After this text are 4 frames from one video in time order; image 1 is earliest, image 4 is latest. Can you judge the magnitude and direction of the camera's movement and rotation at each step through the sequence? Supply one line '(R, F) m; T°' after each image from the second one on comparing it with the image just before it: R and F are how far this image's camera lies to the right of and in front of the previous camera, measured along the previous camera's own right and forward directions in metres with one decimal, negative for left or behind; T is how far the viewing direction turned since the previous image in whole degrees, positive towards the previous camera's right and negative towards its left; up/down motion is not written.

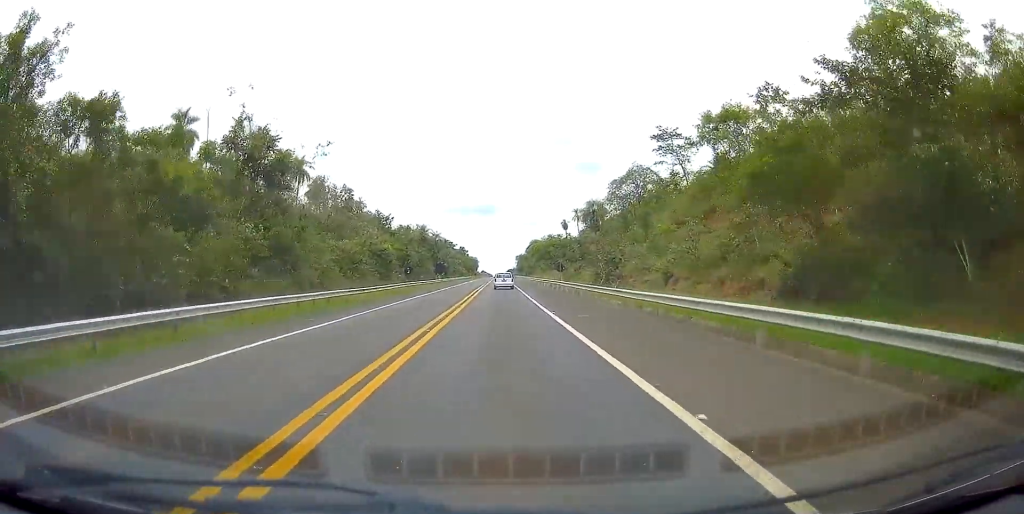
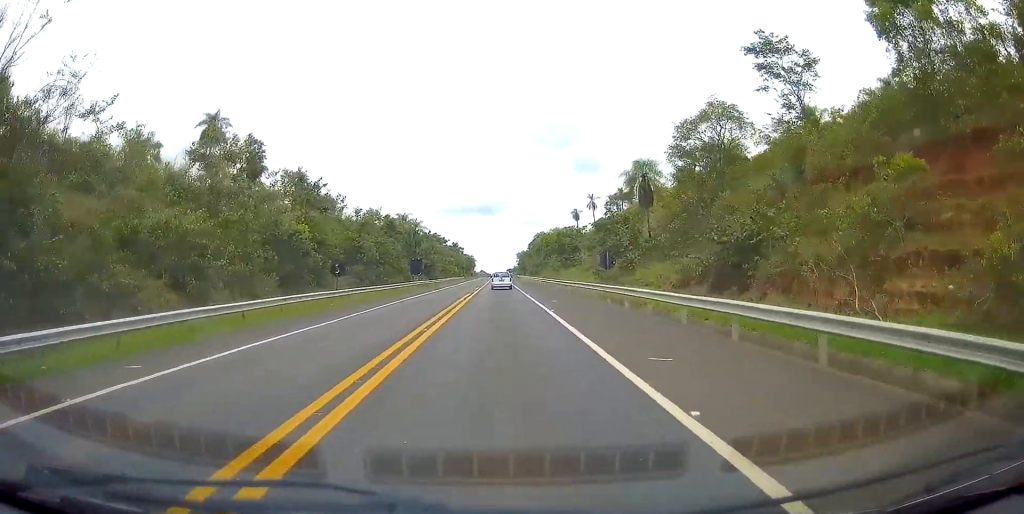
(+0.5, +30.9) m; +1°
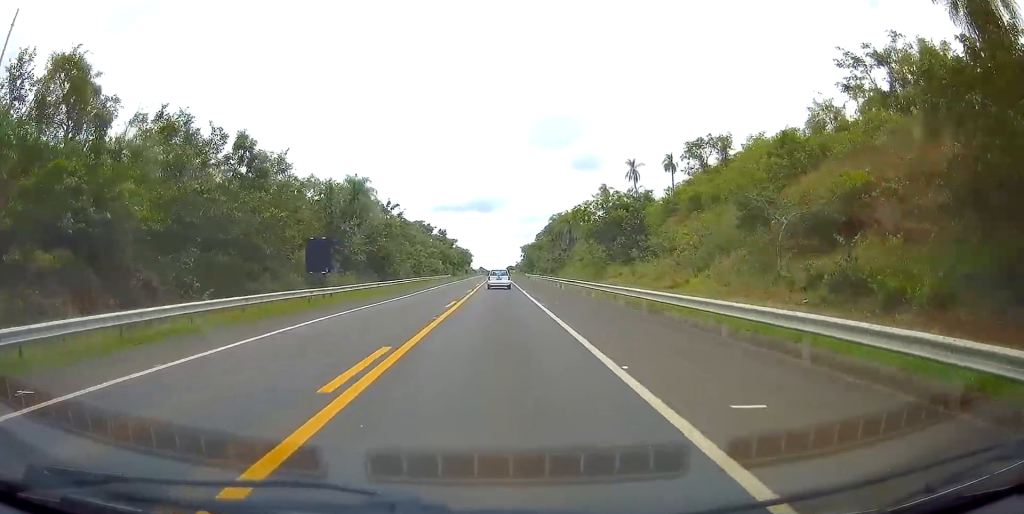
(-0.1, +44.4) m; -1°
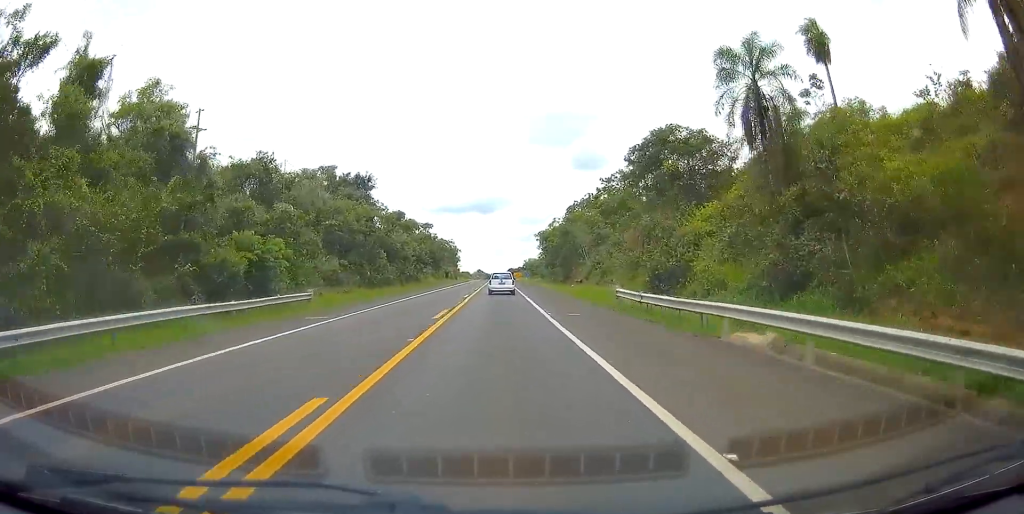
(0.0, +84.8) m; +1°
